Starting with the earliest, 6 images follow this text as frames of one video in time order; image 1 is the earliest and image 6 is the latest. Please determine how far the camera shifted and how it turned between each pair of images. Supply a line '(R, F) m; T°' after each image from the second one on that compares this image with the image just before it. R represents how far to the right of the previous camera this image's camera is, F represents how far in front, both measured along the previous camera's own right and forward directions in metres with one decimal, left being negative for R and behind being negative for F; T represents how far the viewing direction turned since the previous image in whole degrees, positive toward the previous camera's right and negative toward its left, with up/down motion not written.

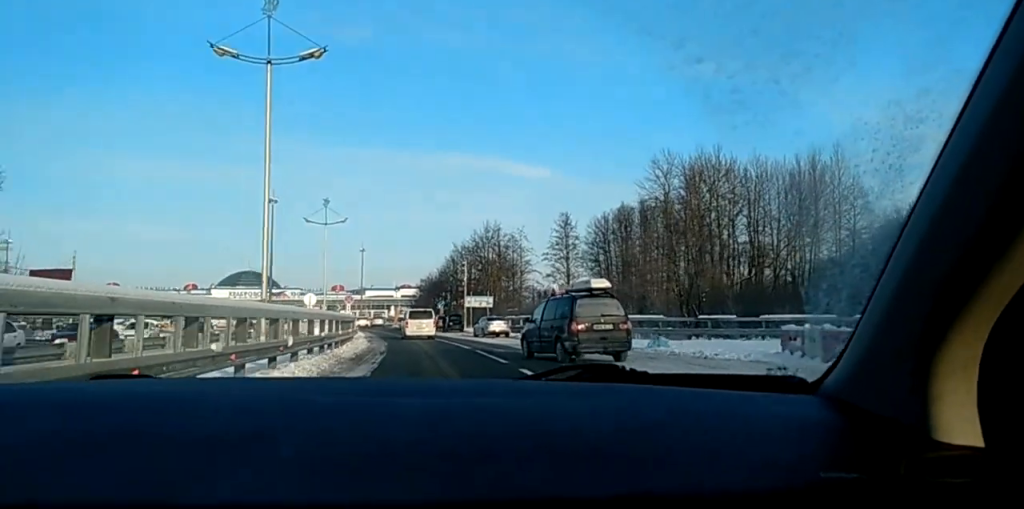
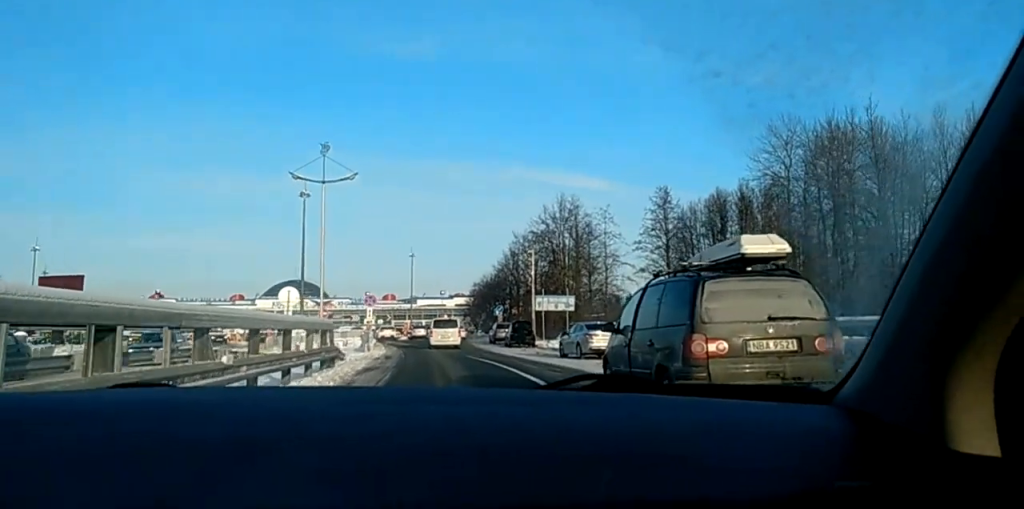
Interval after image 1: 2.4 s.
(-0.1, +25.5) m; 0°
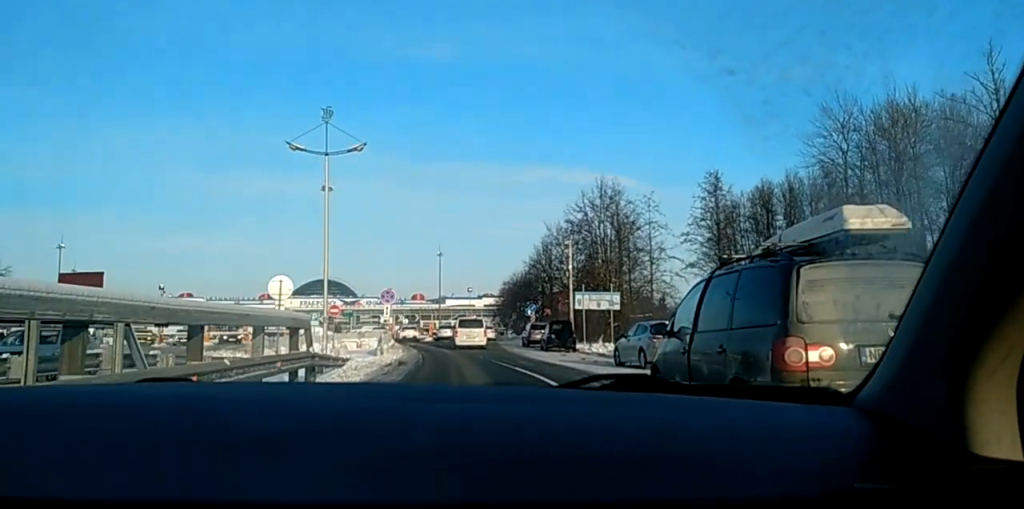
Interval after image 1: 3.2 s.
(0.0, +7.4) m; +1°
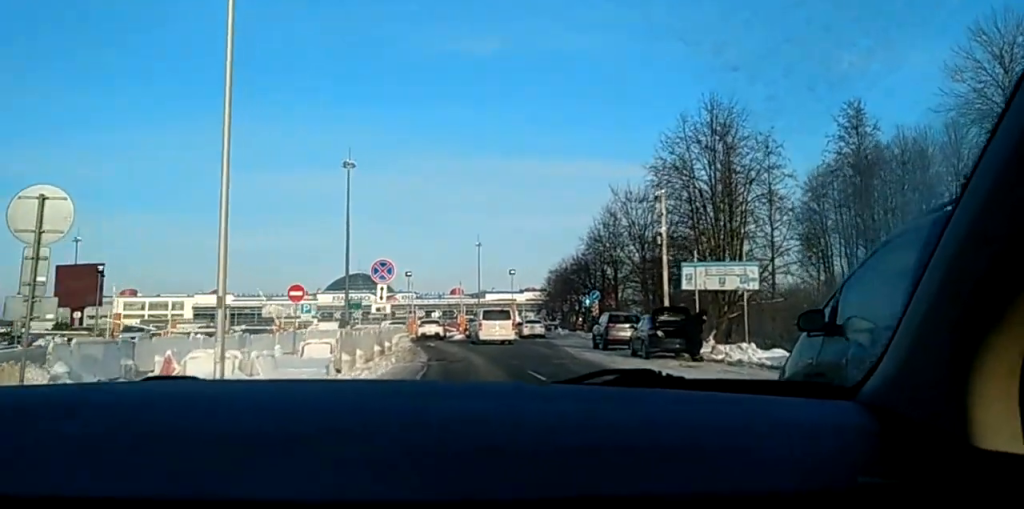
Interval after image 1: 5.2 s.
(+0.3, +18.3) m; +2°
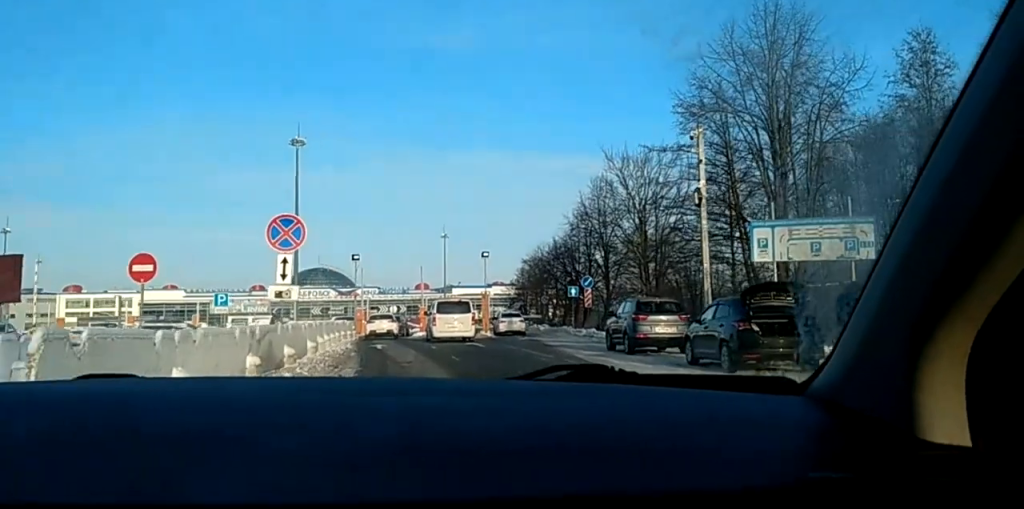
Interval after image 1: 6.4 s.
(0.0, +10.7) m; -4°
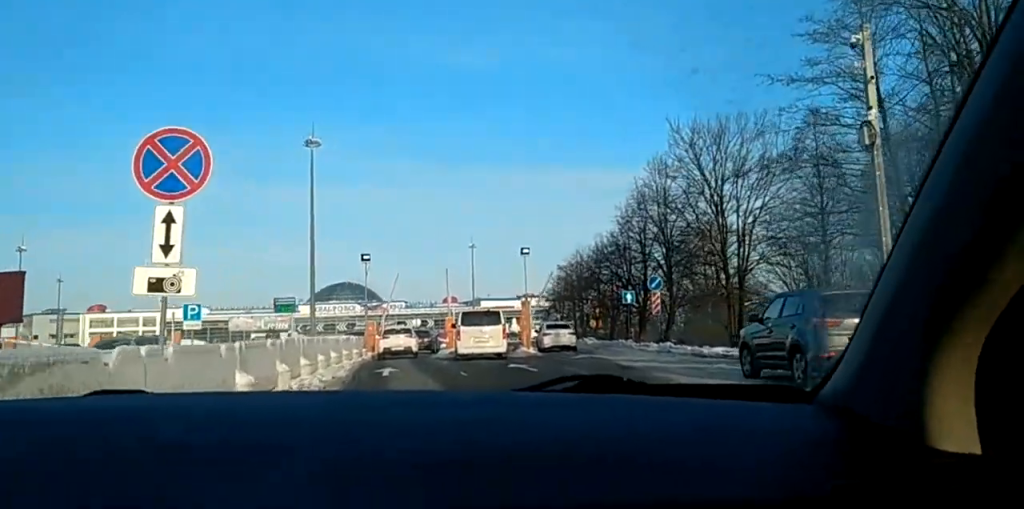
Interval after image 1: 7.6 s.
(-0.7, +9.3) m; -5°
